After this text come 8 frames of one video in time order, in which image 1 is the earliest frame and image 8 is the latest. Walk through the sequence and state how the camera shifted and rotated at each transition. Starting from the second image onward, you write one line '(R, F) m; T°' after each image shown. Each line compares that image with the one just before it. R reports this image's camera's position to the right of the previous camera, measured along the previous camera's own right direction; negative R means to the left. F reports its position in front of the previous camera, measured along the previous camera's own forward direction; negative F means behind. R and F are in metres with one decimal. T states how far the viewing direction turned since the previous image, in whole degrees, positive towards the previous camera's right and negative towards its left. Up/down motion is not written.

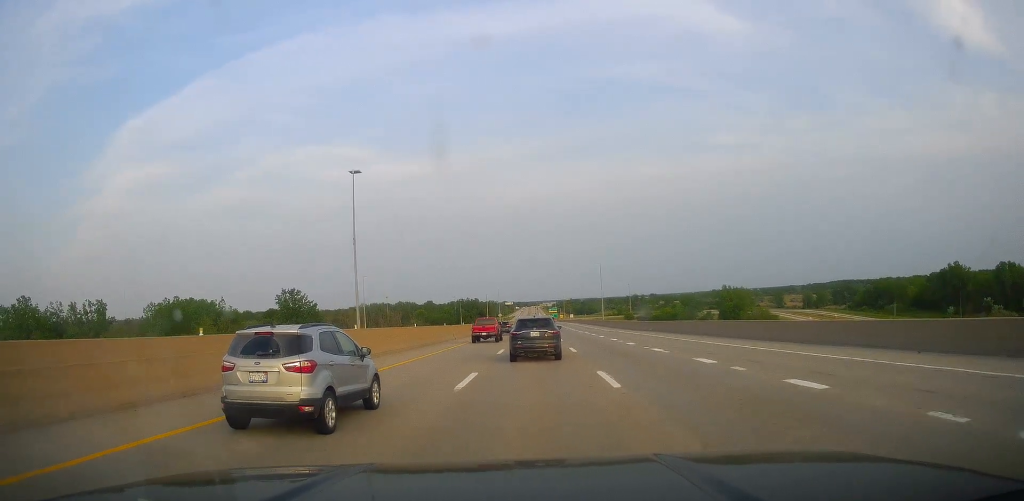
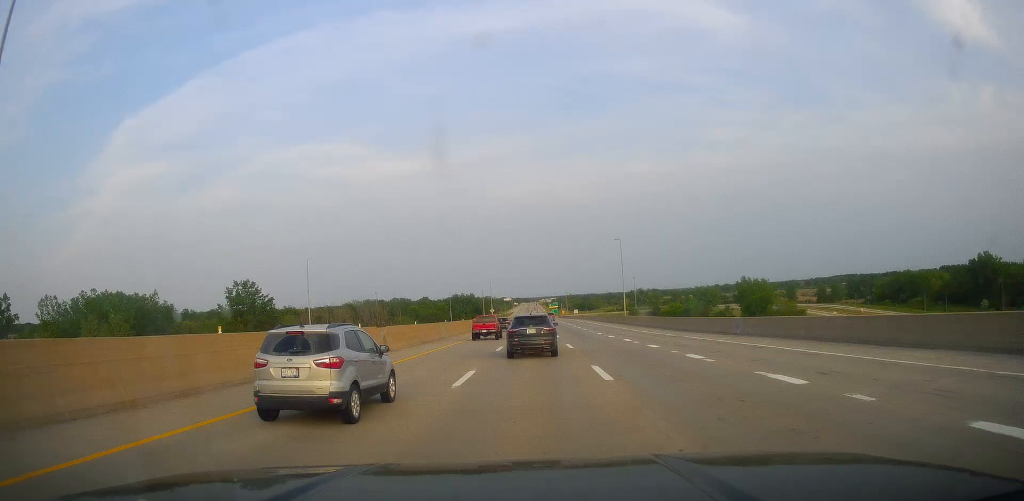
(-0.1, +29.8) m; 0°
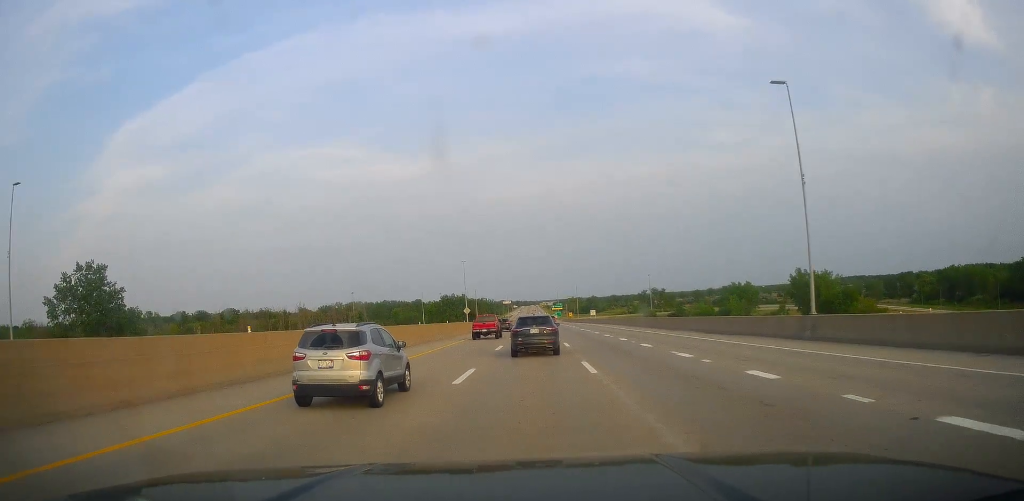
(+1.1, +59.2) m; +2°
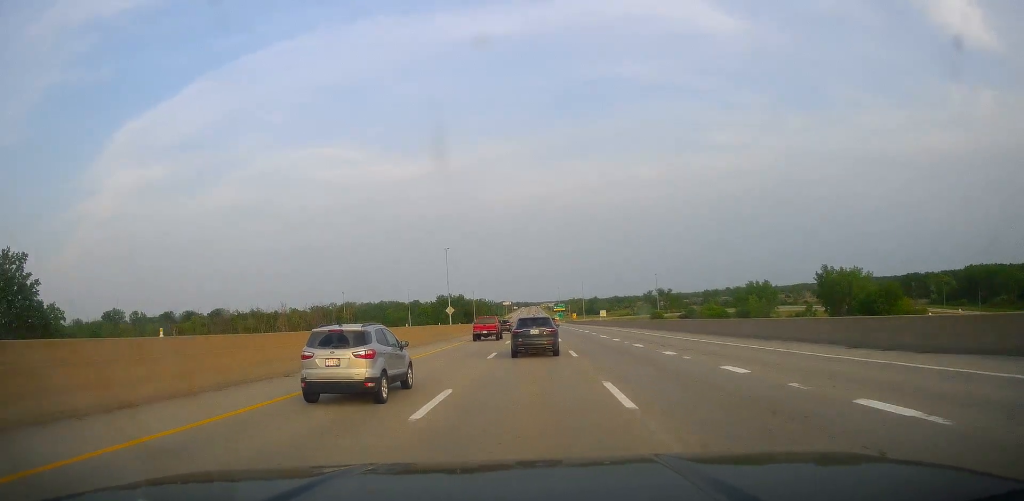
(-0.1, +20.5) m; -1°
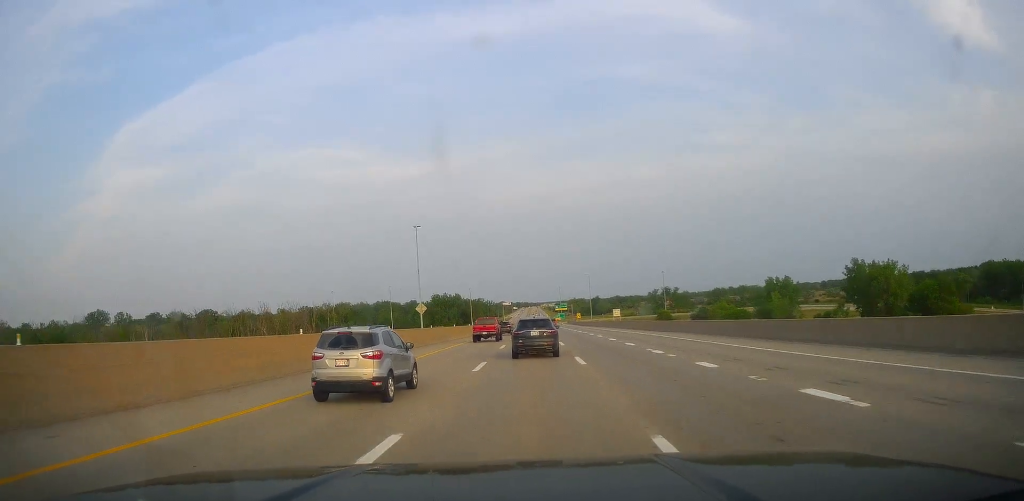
(-0.1, +20.5) m; 0°
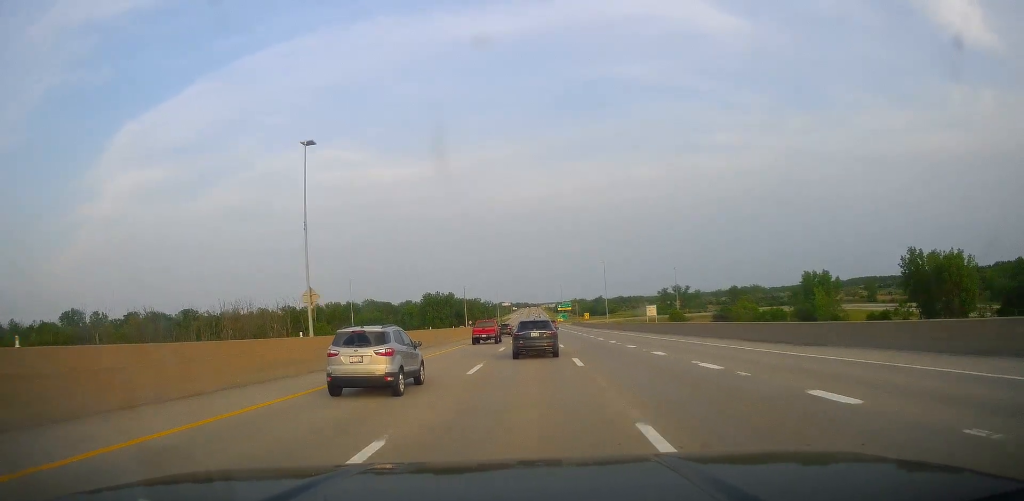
(-0.1, +30.8) m; 0°
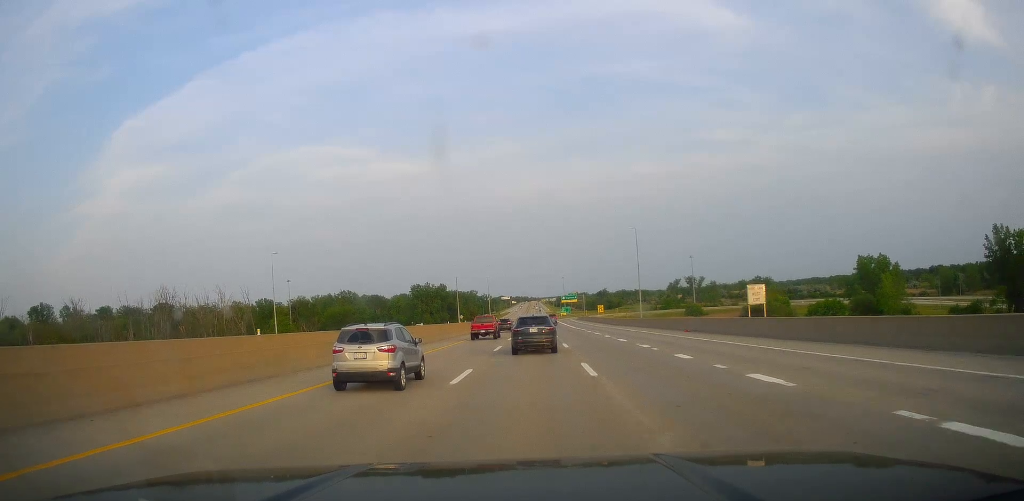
(+0.3, +34.4) m; 0°
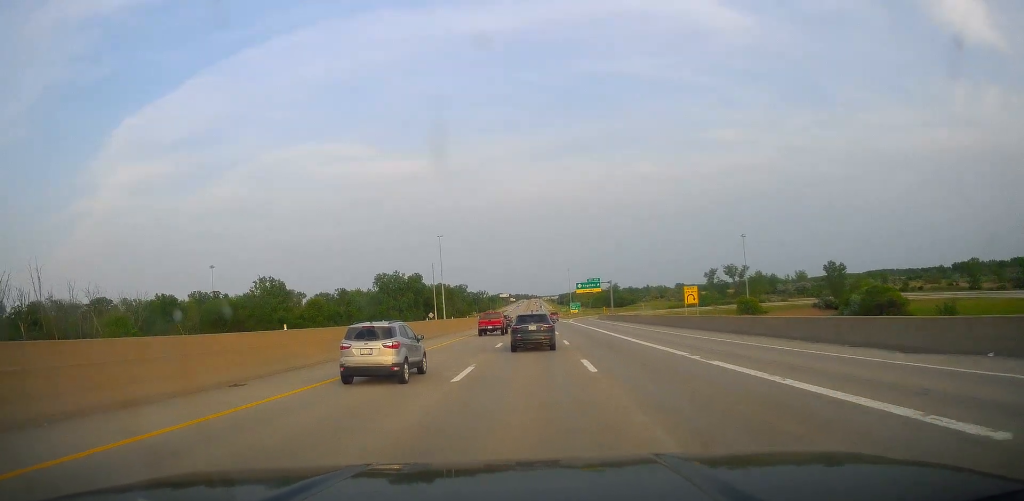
(-0.7, +74.4) m; 0°
